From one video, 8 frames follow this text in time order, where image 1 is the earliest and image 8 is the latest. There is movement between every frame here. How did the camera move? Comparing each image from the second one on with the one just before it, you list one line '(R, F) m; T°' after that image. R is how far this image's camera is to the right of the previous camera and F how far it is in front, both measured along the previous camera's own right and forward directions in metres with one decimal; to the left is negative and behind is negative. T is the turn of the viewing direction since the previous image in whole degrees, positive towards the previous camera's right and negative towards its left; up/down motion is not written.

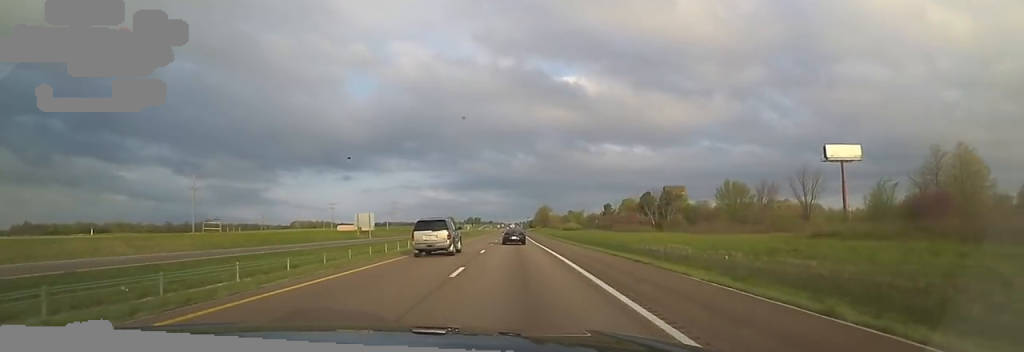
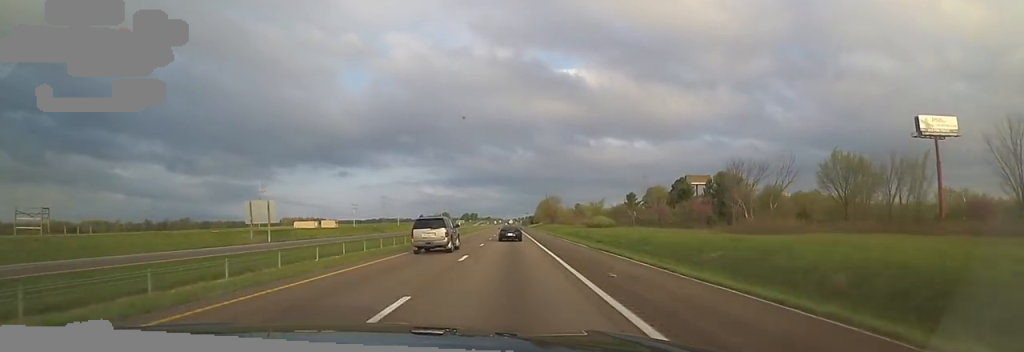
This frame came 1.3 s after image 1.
(-0.1, +44.1) m; -2°
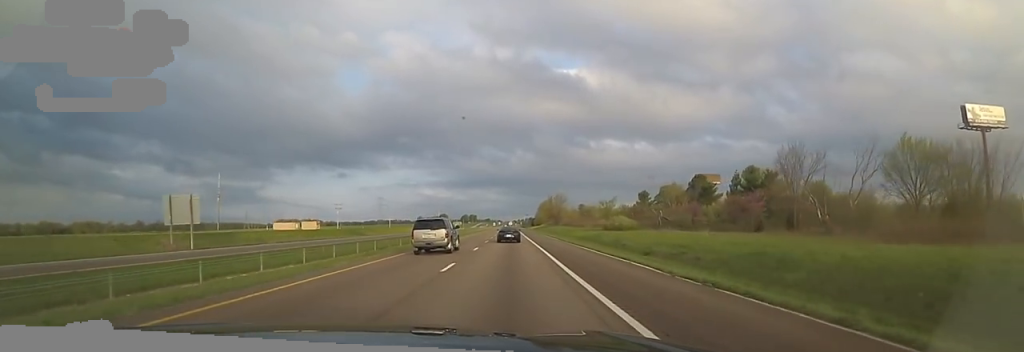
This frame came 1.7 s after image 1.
(-0.2, +16.2) m; 0°
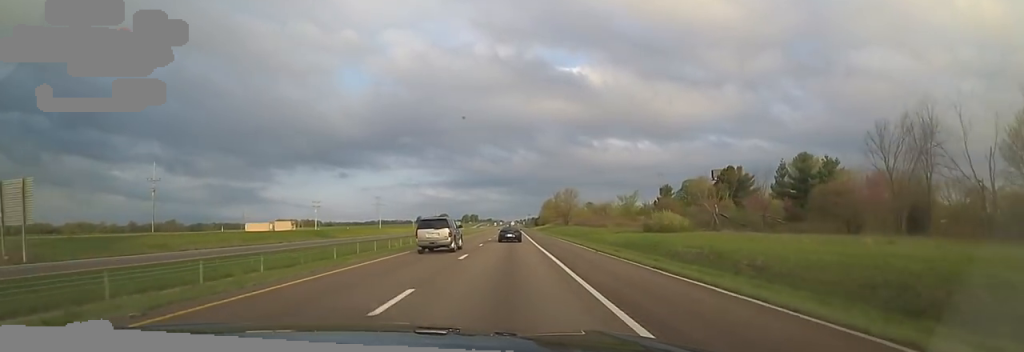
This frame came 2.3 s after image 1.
(-0.1, +19.7) m; +1°
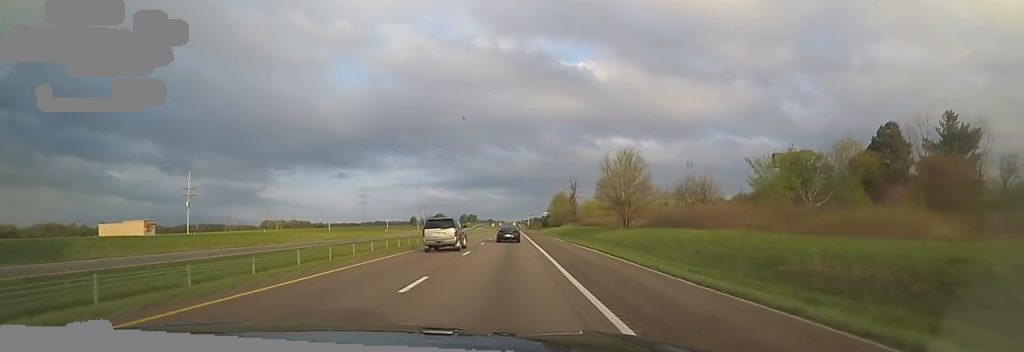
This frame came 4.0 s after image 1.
(+1.0, +58.9) m; 0°
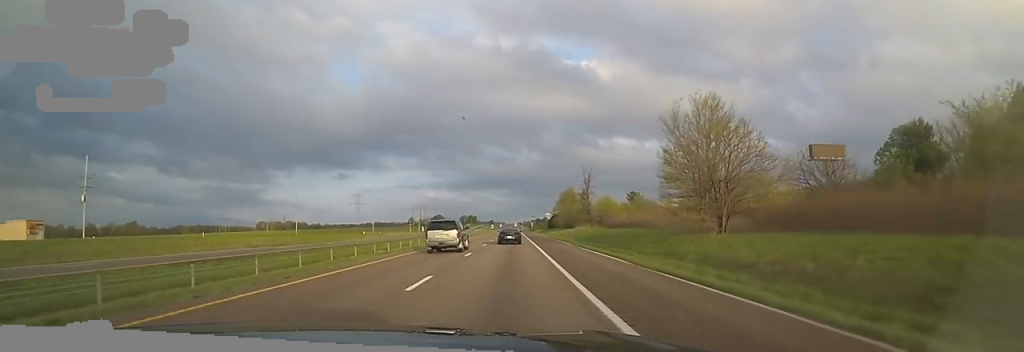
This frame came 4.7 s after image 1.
(-0.5, +24.1) m; -1°
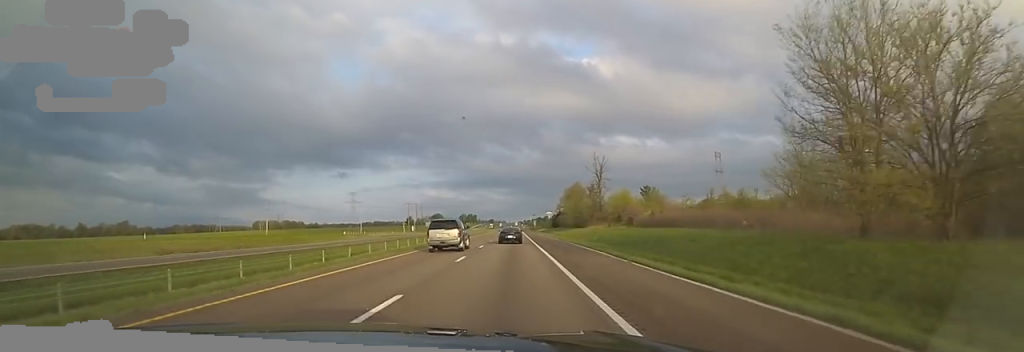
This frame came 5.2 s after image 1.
(-0.1, +16.0) m; +1°
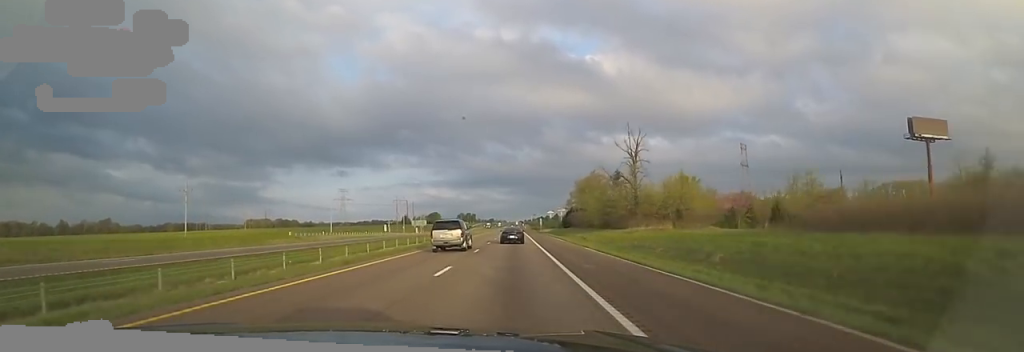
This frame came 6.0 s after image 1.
(+0.6, +29.7) m; +1°
